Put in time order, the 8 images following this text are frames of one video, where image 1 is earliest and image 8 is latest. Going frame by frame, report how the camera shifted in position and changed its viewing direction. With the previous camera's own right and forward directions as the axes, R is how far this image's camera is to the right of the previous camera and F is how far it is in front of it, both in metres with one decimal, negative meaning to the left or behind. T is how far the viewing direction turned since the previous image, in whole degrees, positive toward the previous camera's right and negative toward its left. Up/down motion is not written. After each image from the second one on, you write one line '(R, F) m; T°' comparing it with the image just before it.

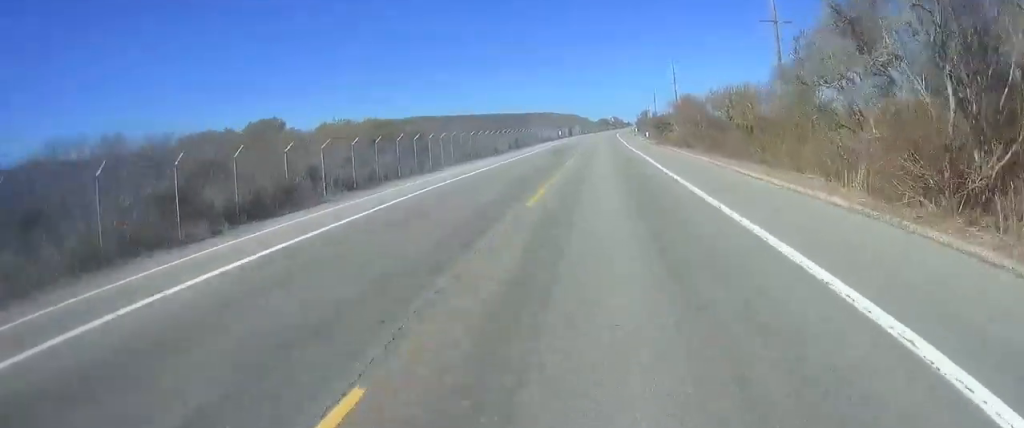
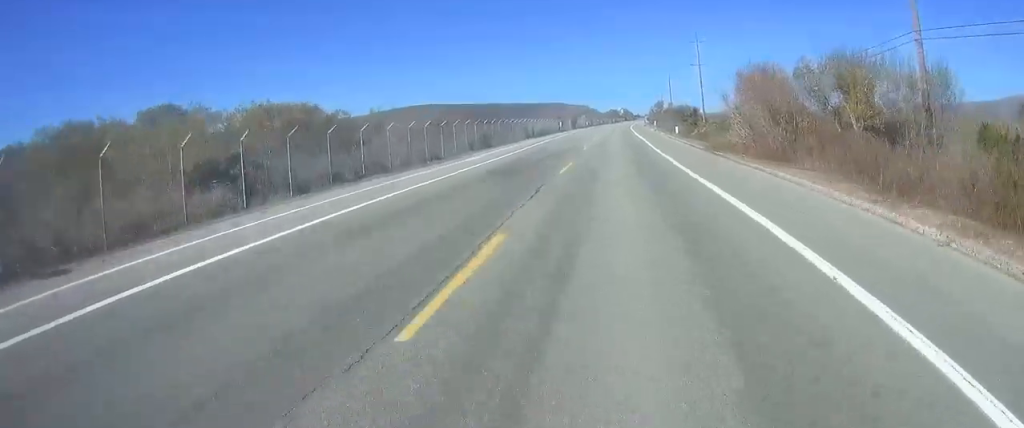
(-0.1, +24.0) m; 0°
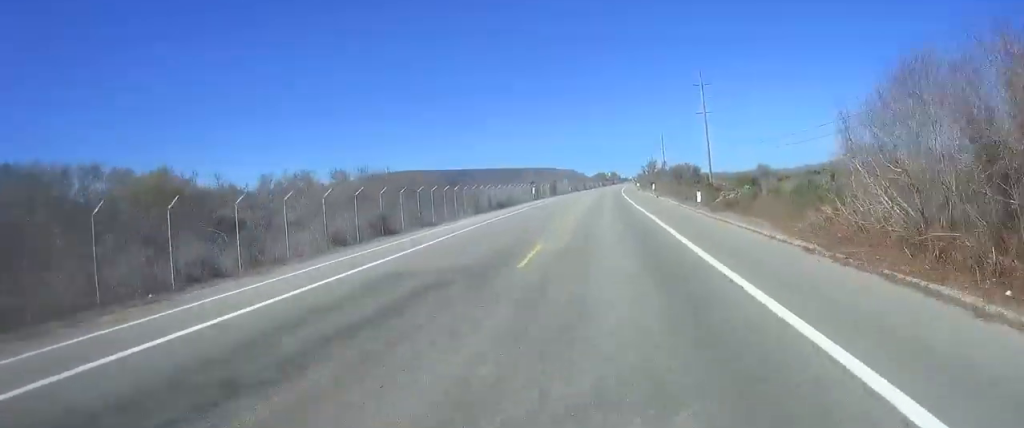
(+0.2, +20.5) m; +1°
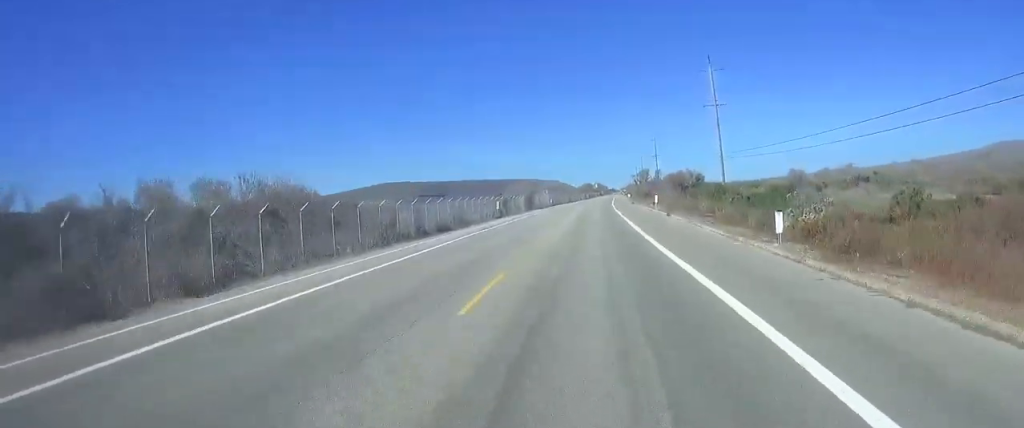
(0.0, +18.8) m; +1°
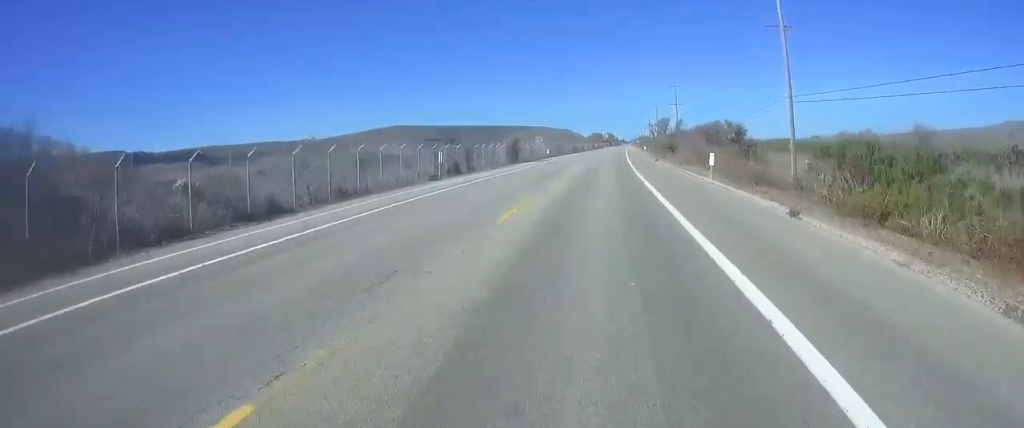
(+0.2, +24.8) m; +1°
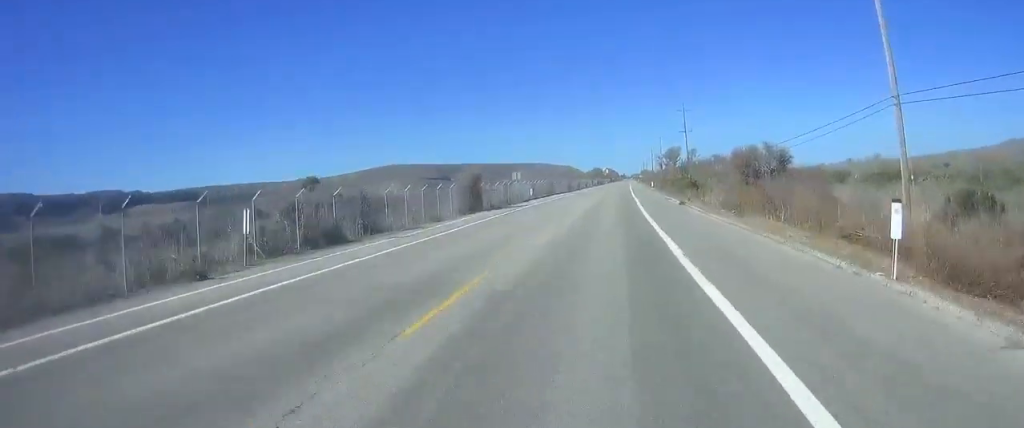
(0.0, +20.4) m; 0°
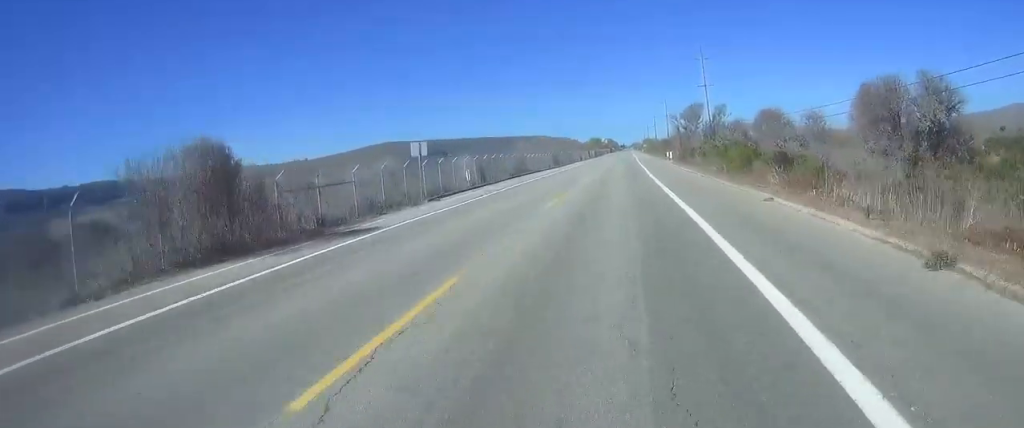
(0.0, +31.6) m; +1°
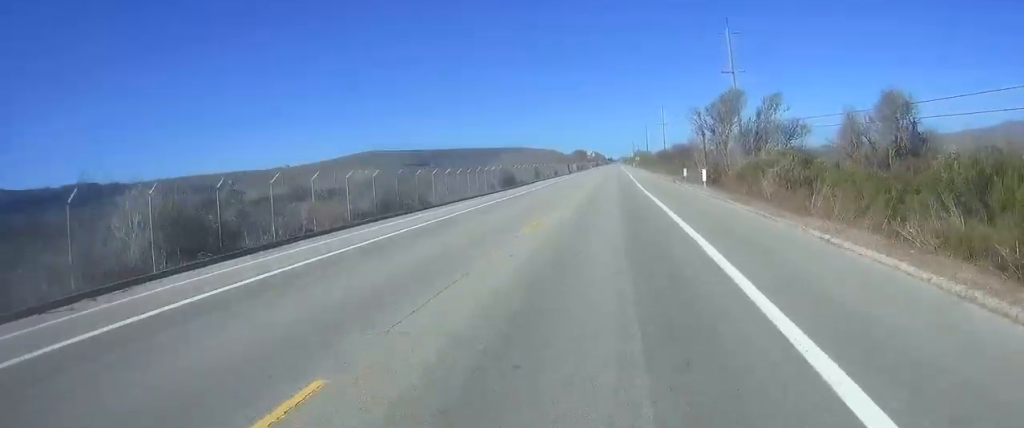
(+0.8, +32.7) m; +2°
